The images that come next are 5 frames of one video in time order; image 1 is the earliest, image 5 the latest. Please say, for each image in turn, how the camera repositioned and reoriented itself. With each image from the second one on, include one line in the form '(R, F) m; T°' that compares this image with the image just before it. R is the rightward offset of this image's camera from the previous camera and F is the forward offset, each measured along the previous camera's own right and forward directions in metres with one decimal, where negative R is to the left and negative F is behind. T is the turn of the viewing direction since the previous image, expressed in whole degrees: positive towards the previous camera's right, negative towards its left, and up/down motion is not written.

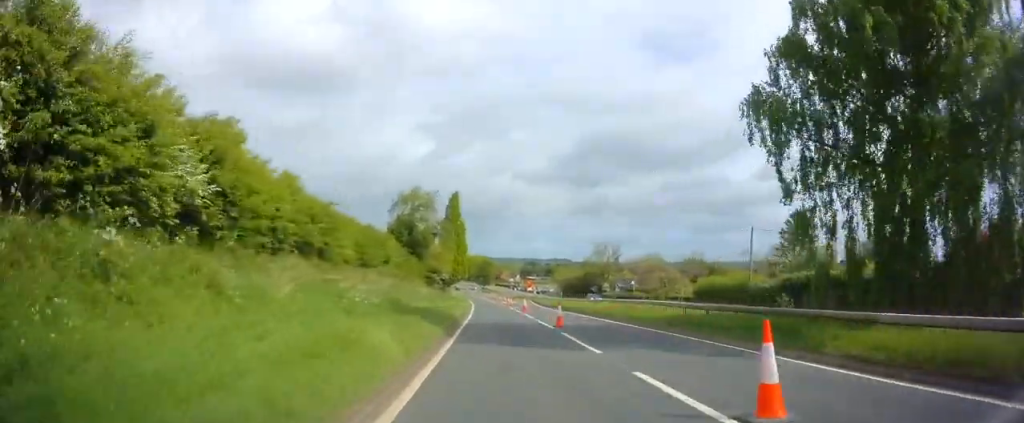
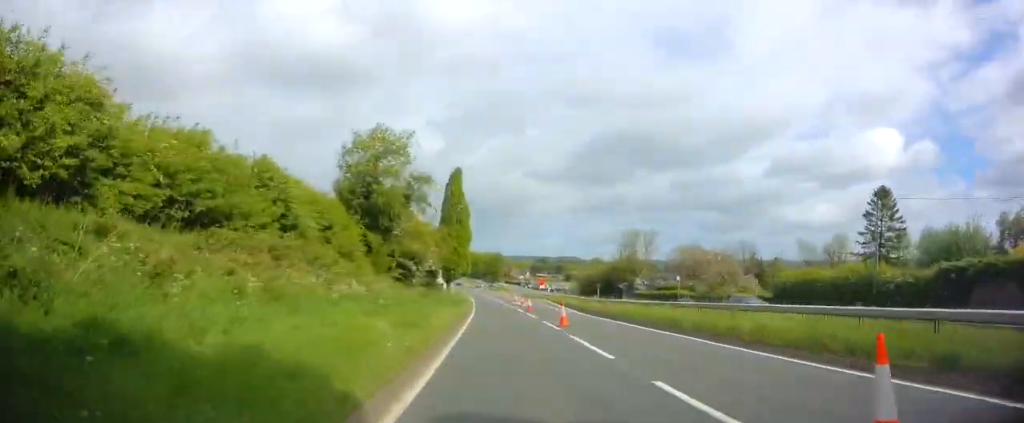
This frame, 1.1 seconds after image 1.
(-0.1, +18.1) m; 0°
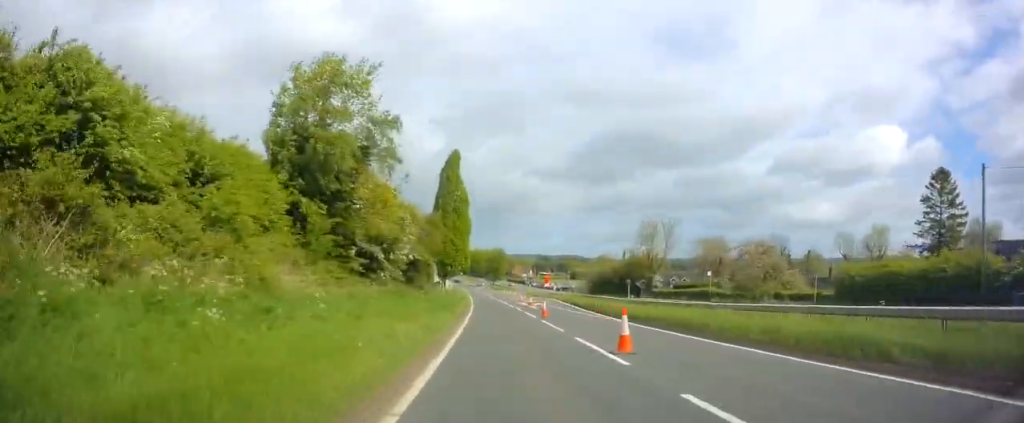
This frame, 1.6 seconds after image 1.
(0.0, +9.9) m; 0°
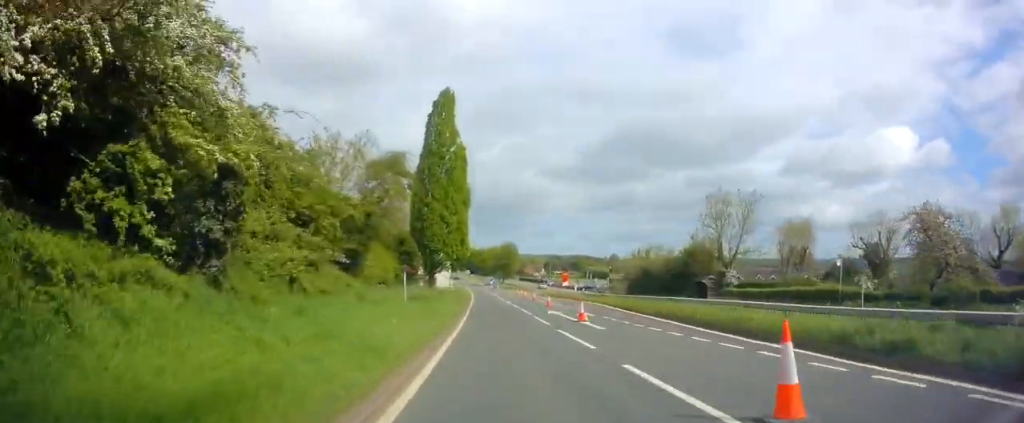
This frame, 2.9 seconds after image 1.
(-0.2, +23.4) m; -1°
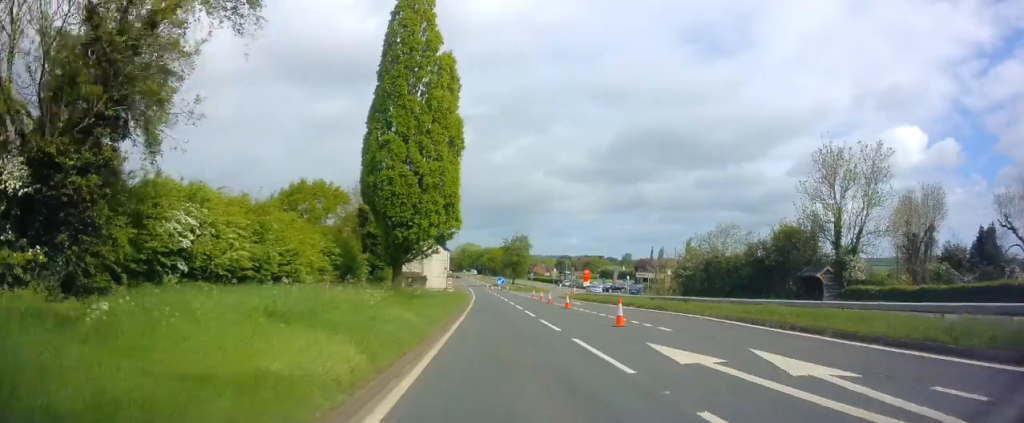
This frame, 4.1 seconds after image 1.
(-0.1, +21.0) m; -1°
